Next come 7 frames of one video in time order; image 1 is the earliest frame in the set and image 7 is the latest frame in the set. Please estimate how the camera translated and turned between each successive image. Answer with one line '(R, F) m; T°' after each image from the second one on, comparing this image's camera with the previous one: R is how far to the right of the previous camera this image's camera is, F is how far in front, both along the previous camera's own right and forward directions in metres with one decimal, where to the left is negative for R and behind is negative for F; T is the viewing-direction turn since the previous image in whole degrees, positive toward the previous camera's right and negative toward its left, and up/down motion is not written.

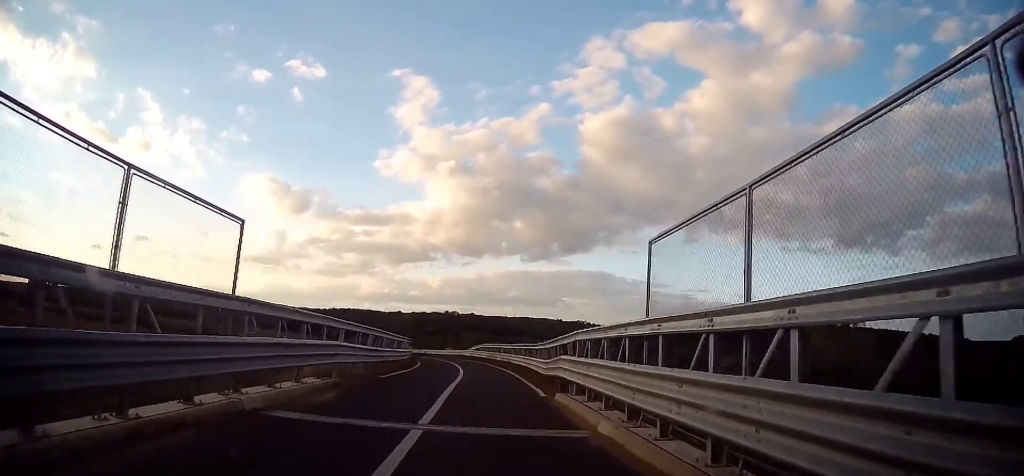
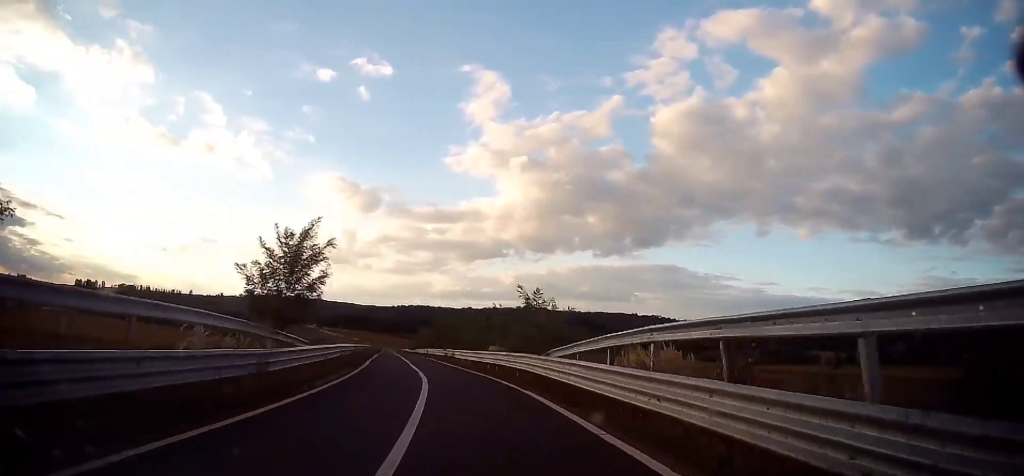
(-0.4, +39.6) m; -6°
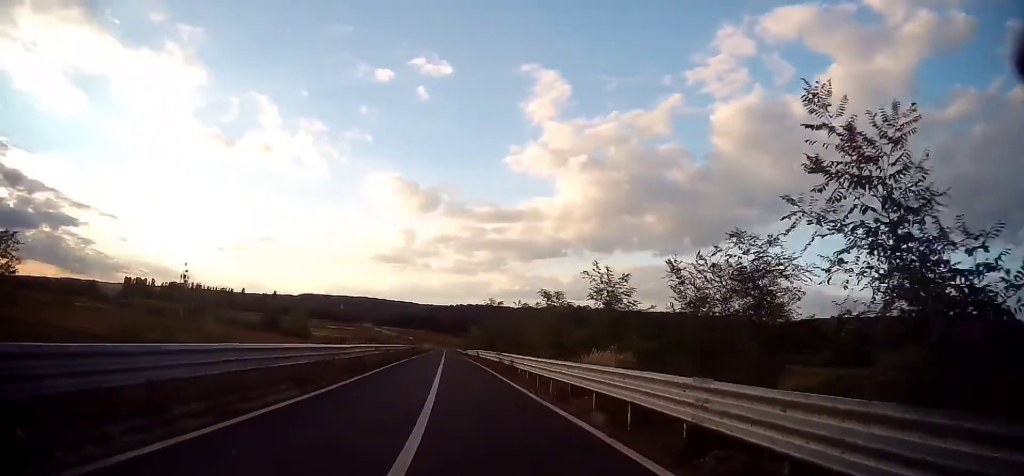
(-0.9, +13.8) m; -5°
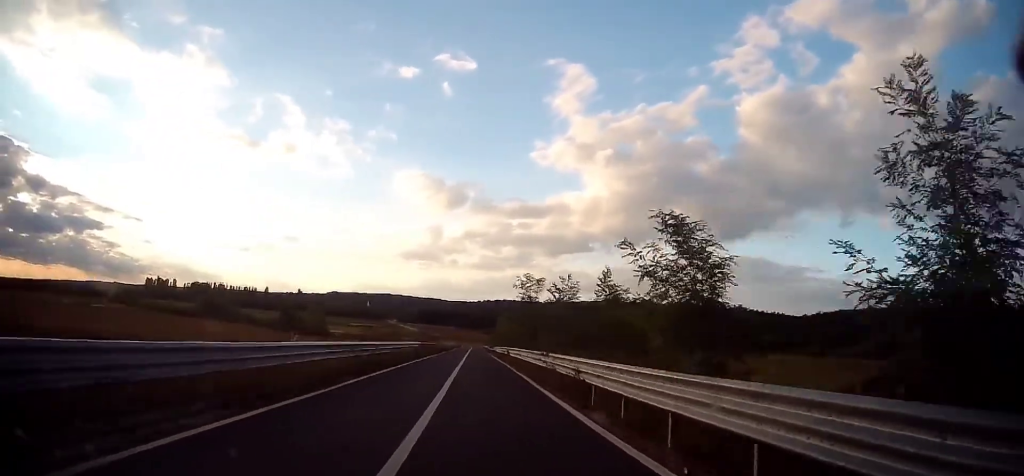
(-0.4, +10.0) m; -3°
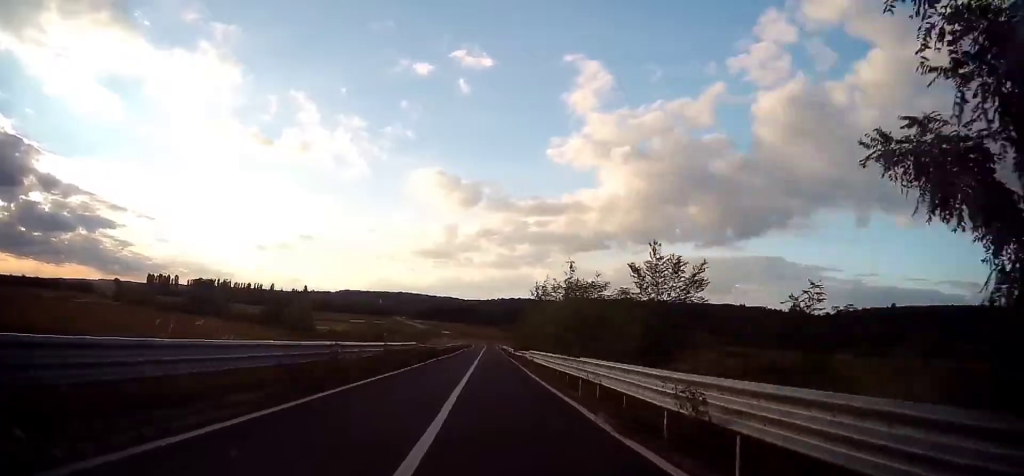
(-0.9, +27.1) m; -4°
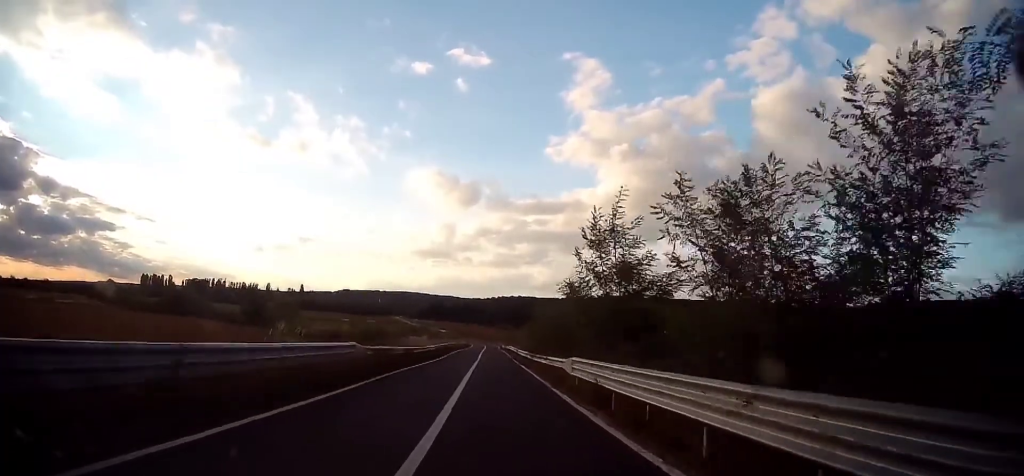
(-0.3, +14.0) m; -1°
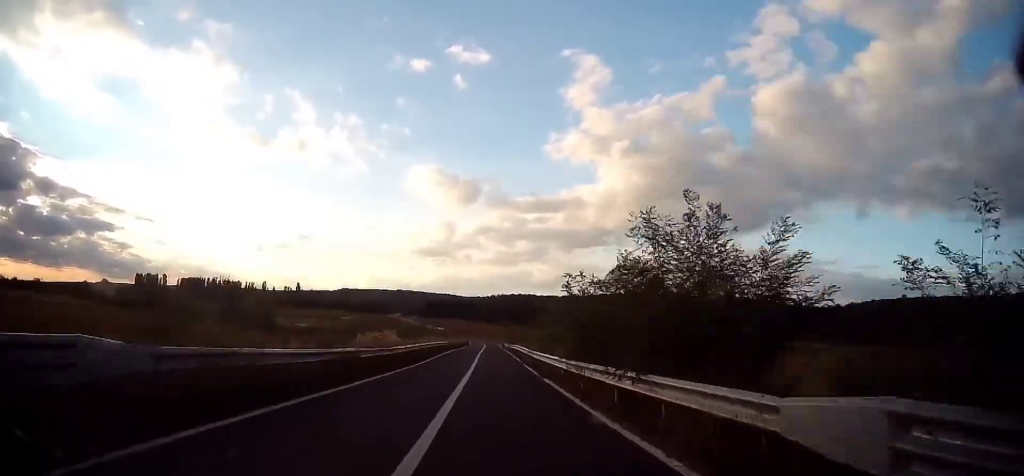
(-0.3, +11.6) m; +1°
